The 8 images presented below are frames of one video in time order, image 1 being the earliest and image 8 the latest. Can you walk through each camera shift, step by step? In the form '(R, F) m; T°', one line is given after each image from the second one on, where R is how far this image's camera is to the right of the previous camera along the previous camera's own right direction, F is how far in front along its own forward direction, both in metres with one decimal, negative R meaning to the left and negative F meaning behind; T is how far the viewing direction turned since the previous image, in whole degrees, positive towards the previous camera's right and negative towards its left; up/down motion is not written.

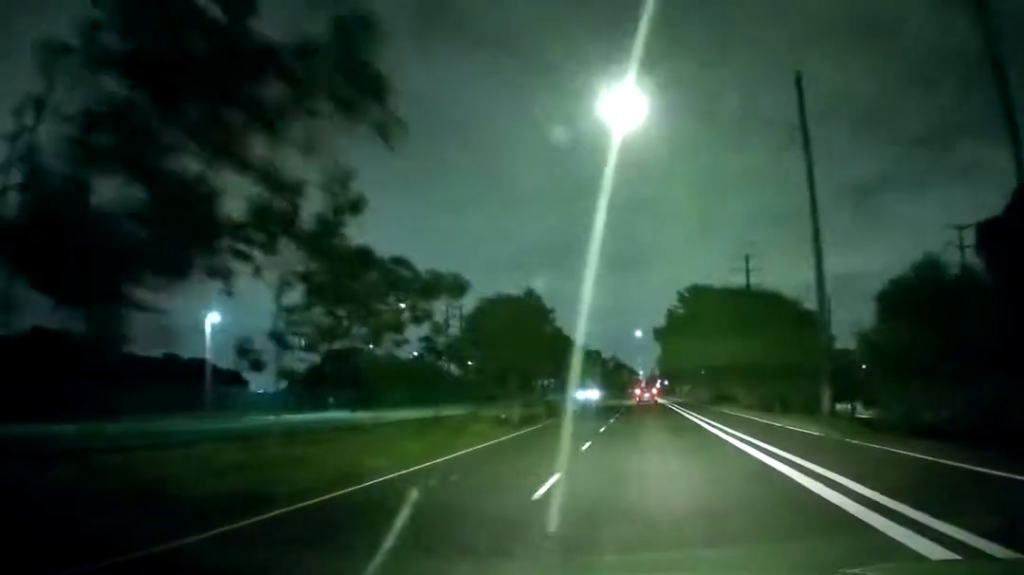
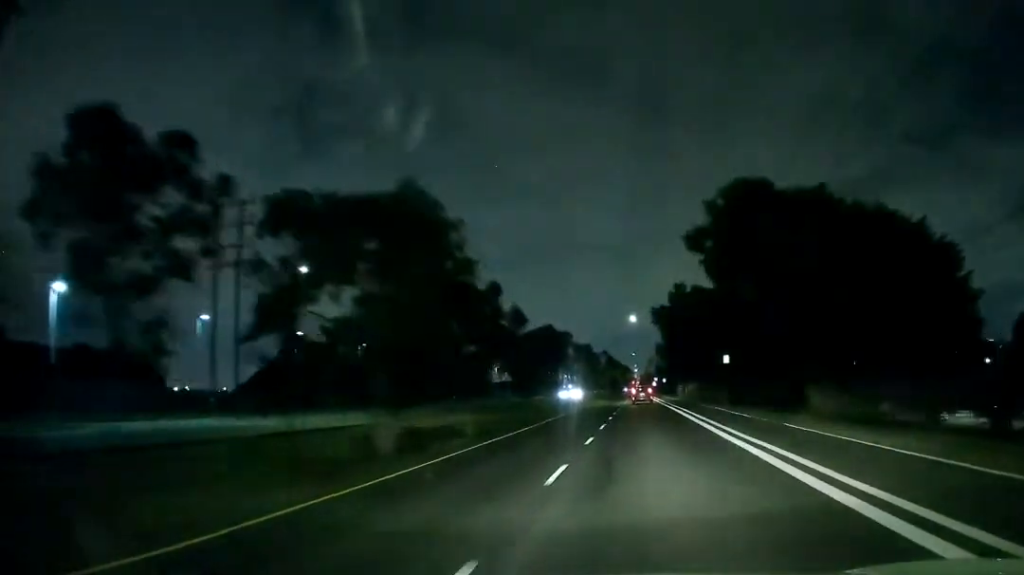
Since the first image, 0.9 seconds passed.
(0.0, +21.4) m; 0°
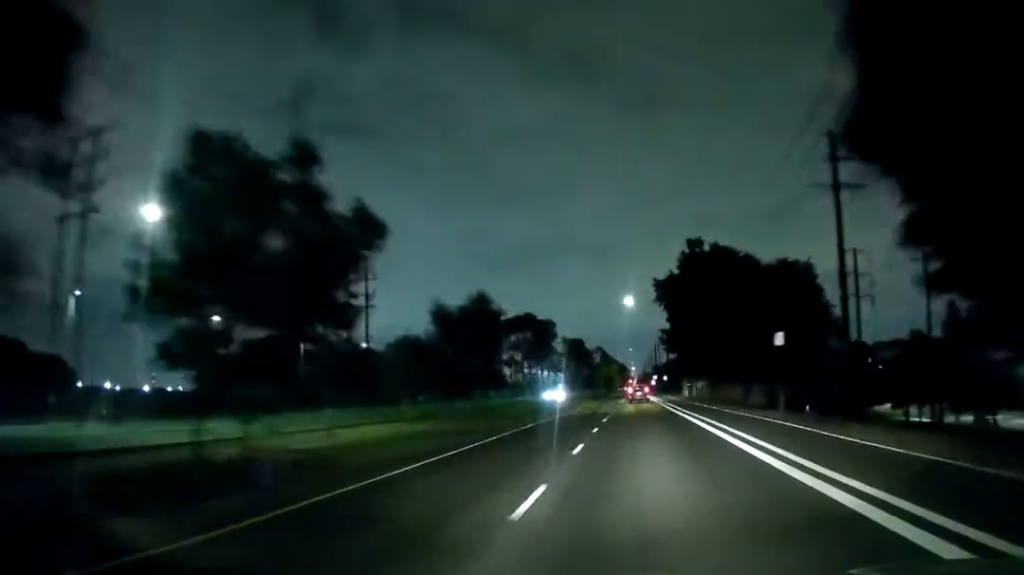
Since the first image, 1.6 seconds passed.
(+0.1, +17.2) m; 0°
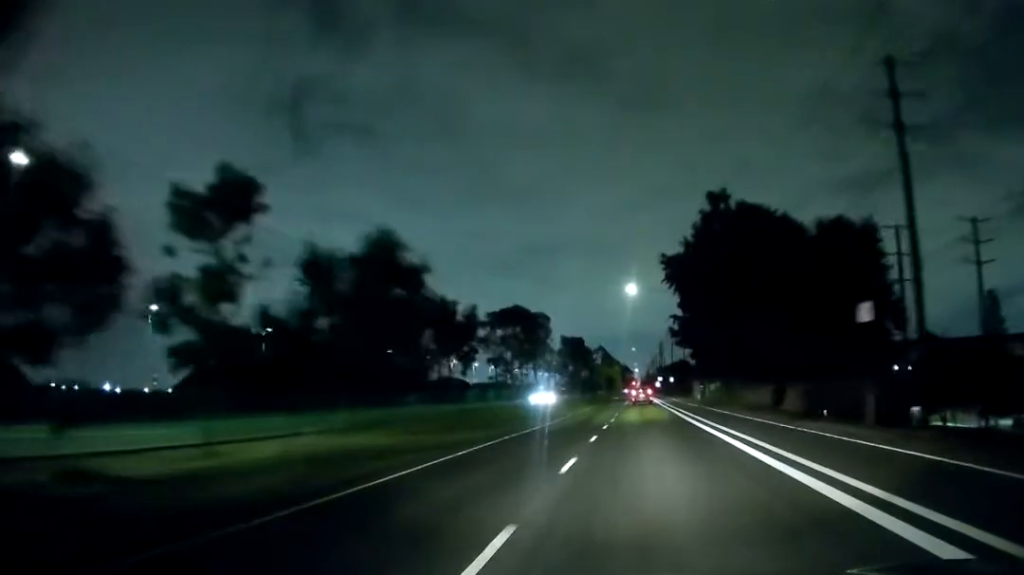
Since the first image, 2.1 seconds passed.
(+0.1, +10.9) m; 0°
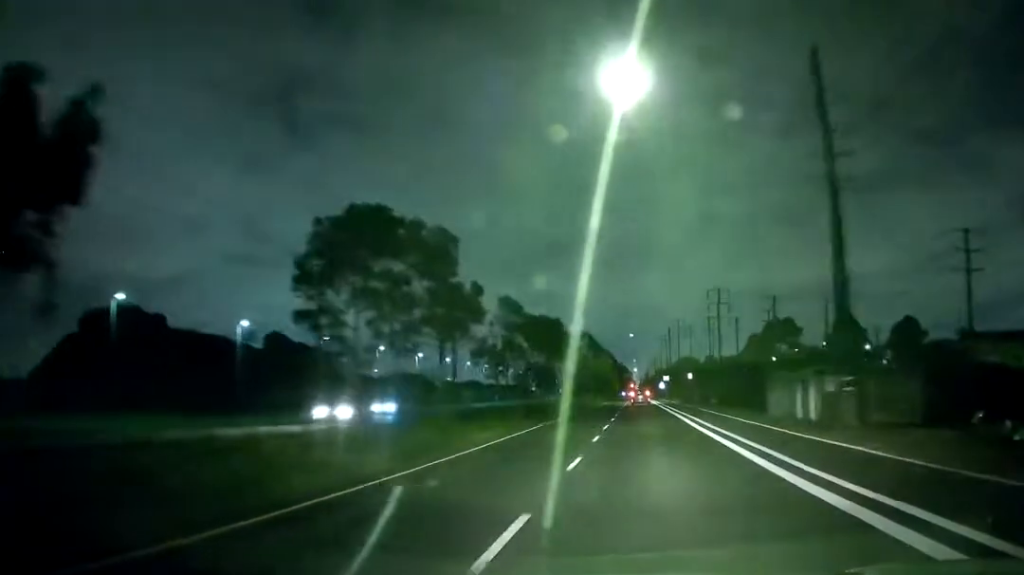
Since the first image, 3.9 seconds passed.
(-0.4, +43.0) m; 0°
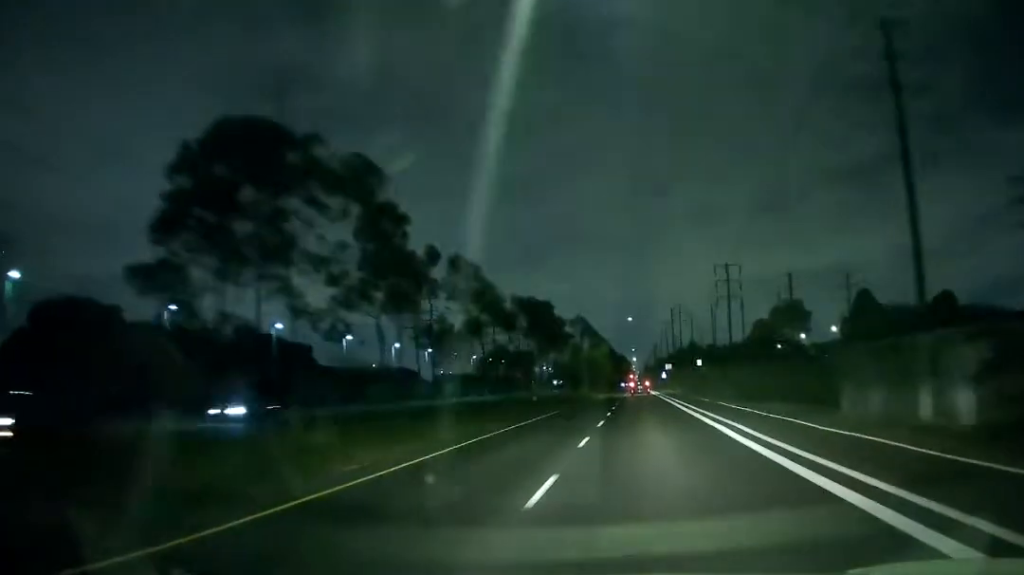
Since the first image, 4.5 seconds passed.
(0.0, +12.6) m; 0°
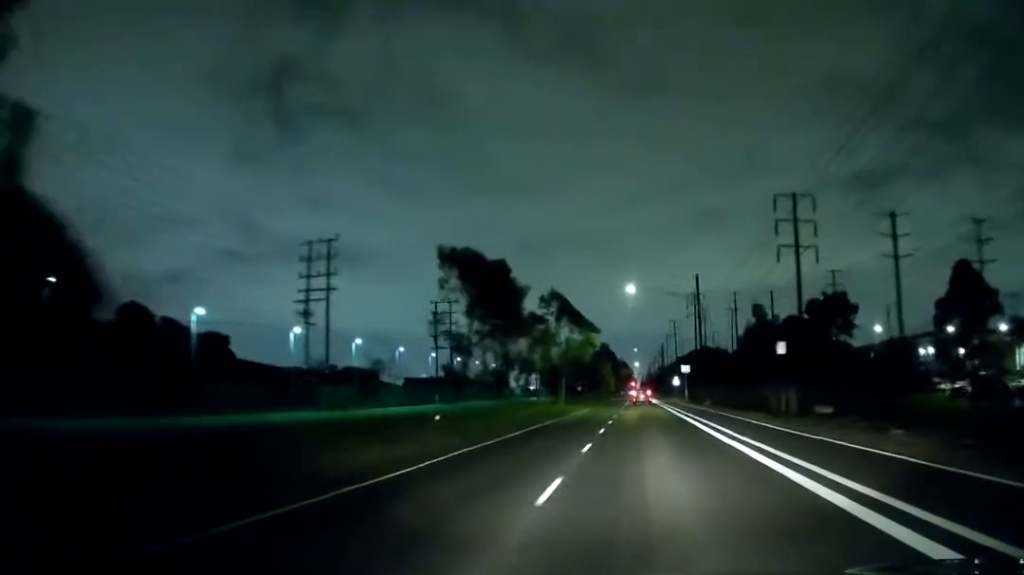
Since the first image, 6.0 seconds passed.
(-0.3, +36.1) m; 0°
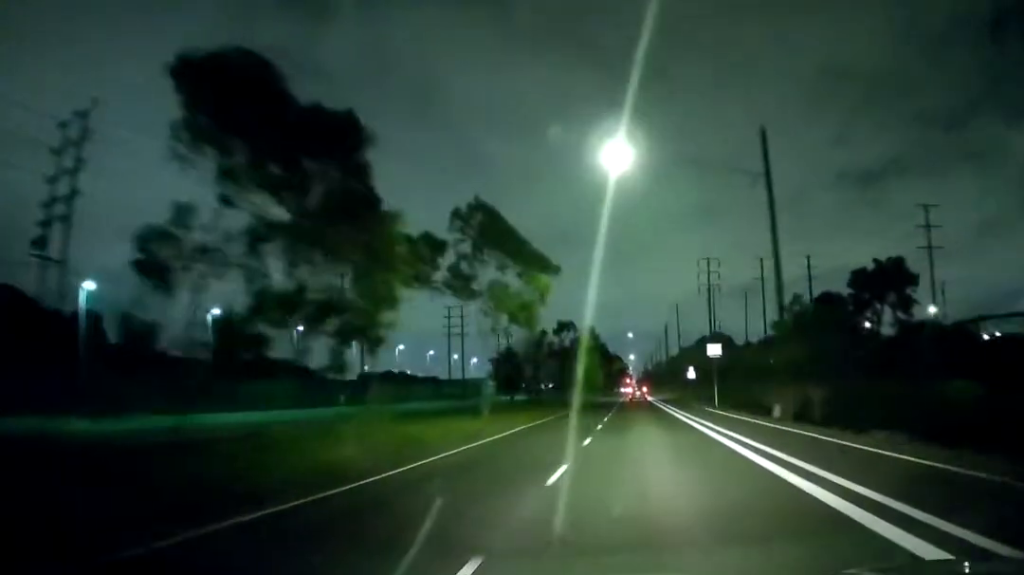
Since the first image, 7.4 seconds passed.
(+0.3, +35.8) m; +1°
